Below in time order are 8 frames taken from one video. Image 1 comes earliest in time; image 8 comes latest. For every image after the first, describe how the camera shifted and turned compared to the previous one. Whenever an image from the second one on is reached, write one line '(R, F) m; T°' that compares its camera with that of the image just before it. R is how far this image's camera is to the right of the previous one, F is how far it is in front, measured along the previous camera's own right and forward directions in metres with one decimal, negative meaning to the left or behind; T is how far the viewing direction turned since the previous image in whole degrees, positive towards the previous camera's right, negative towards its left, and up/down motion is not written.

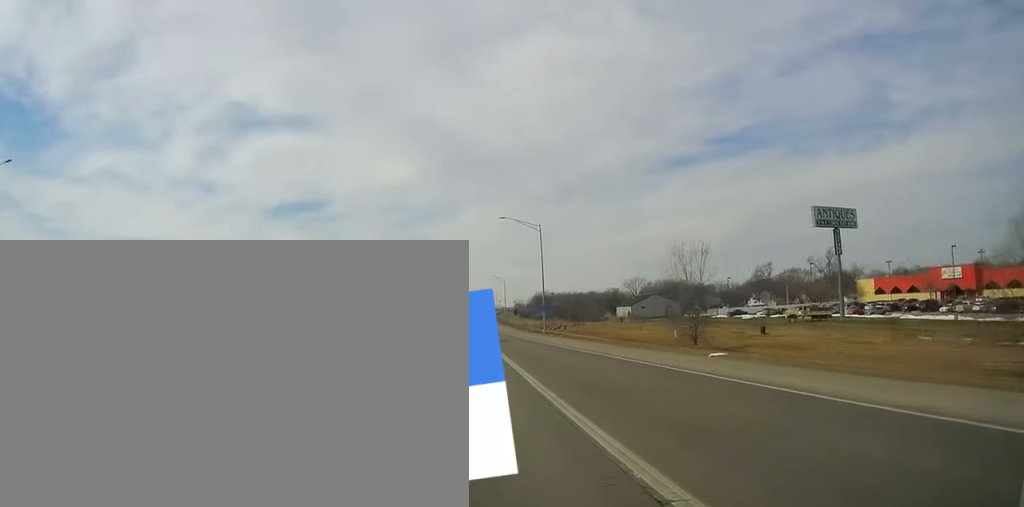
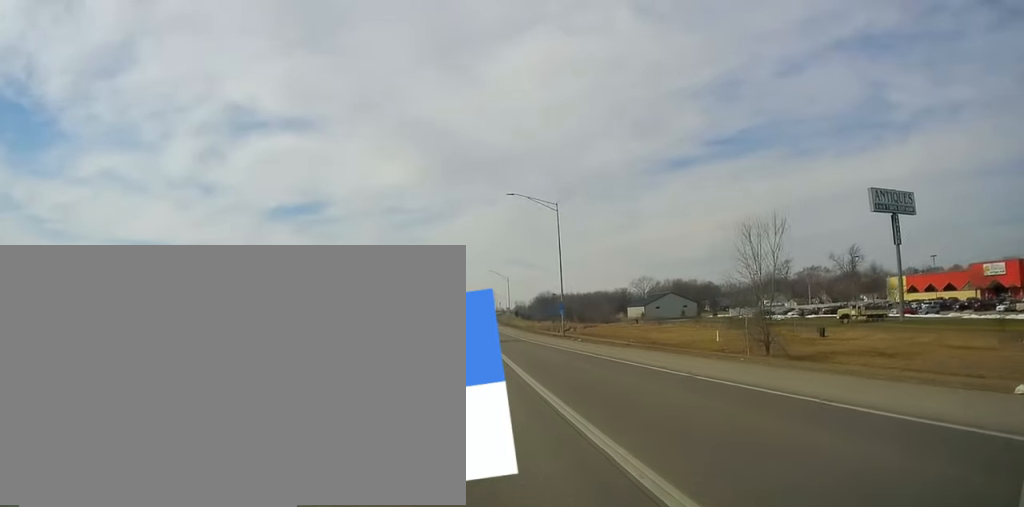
(+0.3, +14.7) m; 0°
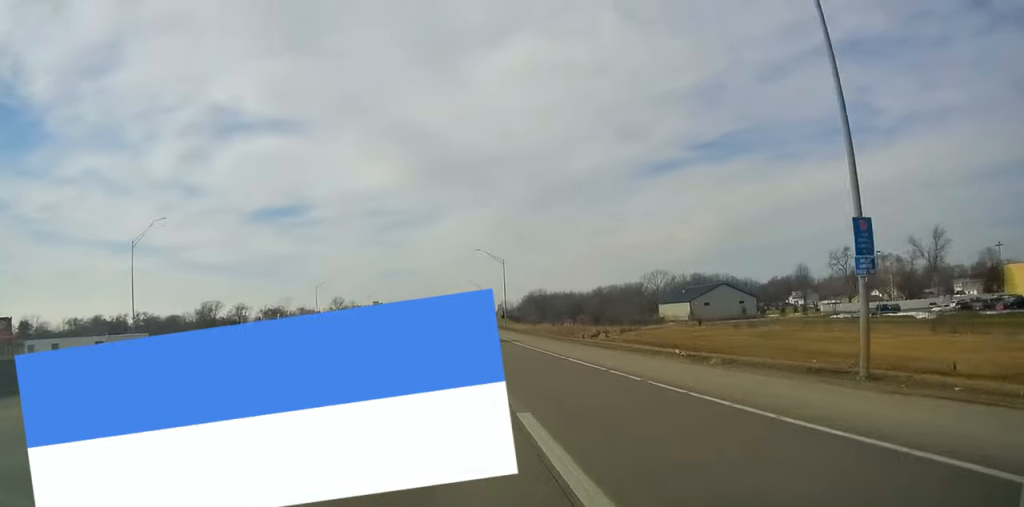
(-0.2, +51.3) m; +1°
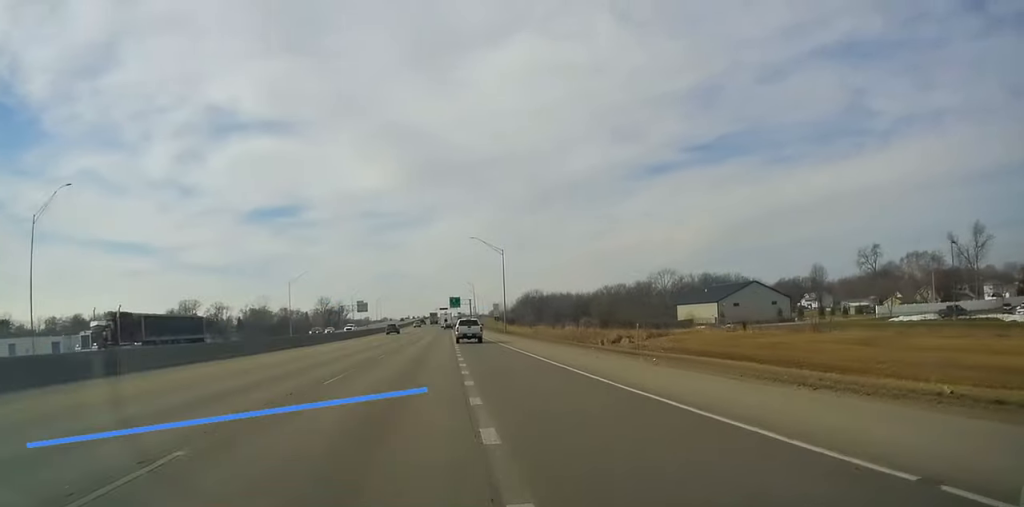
(+0.1, +19.6) m; +1°
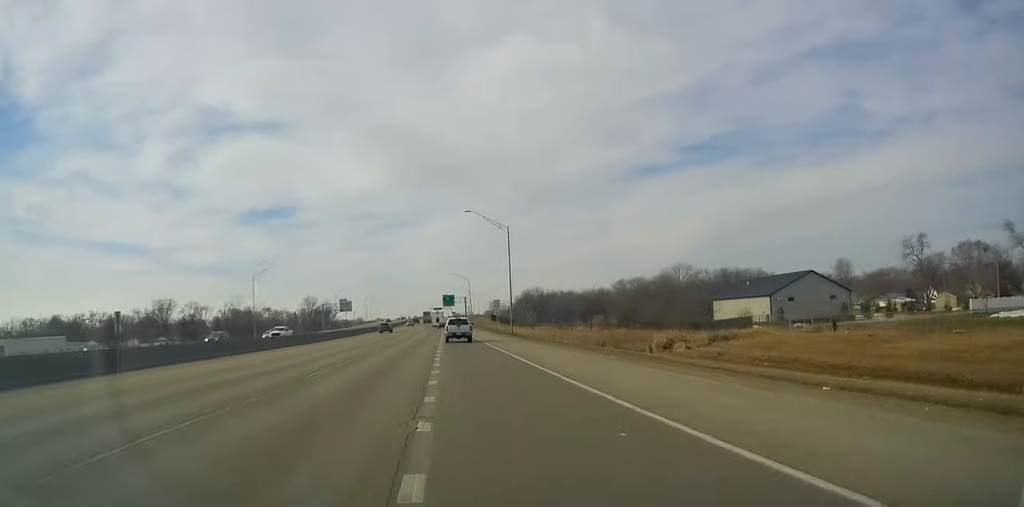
(+0.4, +23.0) m; 0°
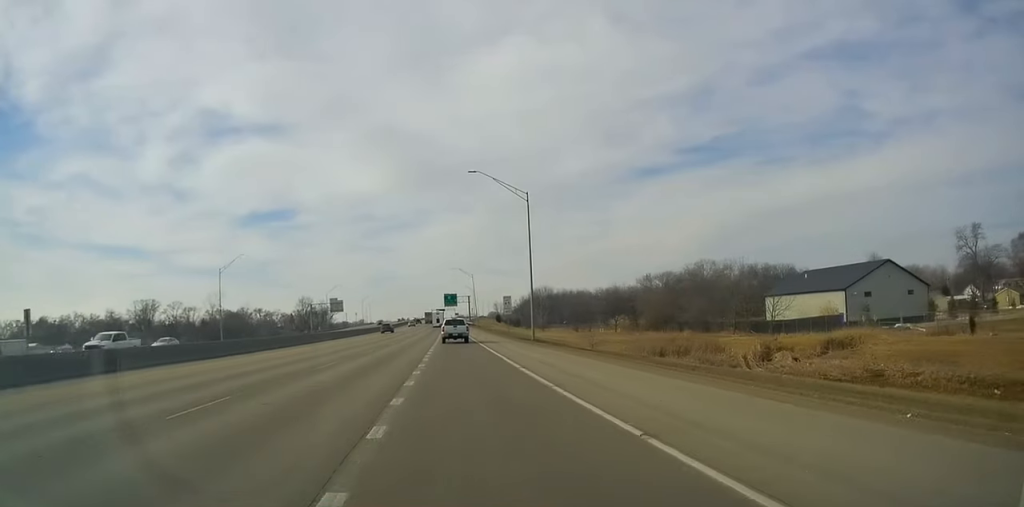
(-0.1, +20.4) m; 0°
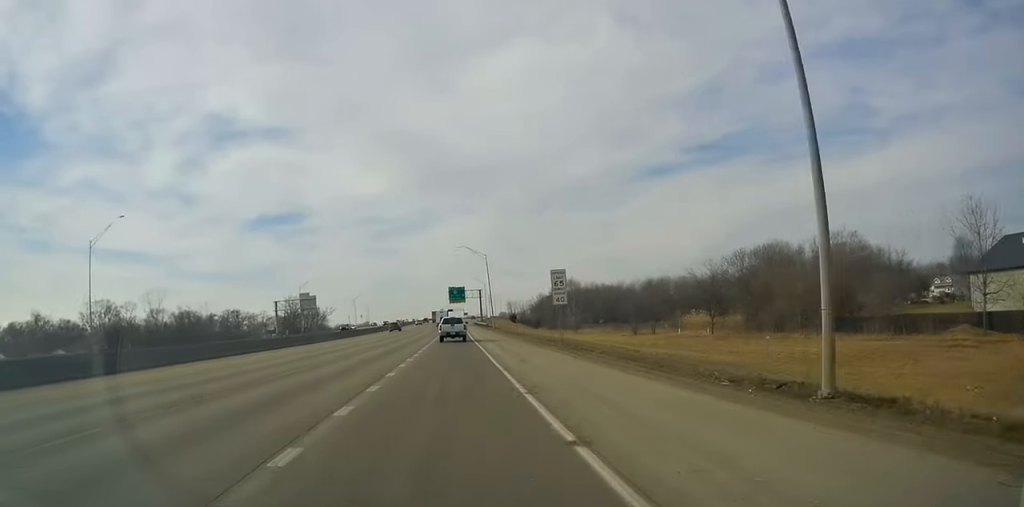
(+0.2, +44.0) m; +1°
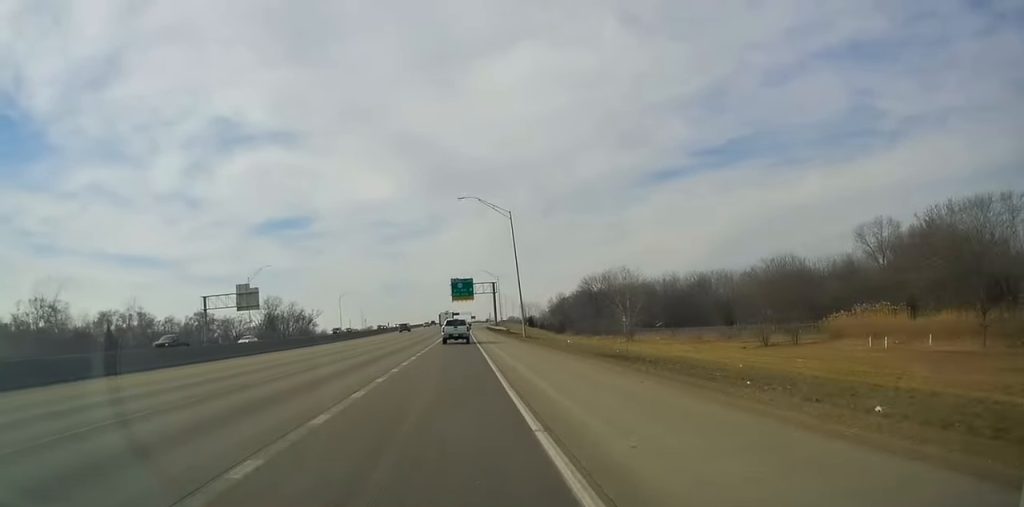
(-0.4, +45.5) m; -1°
